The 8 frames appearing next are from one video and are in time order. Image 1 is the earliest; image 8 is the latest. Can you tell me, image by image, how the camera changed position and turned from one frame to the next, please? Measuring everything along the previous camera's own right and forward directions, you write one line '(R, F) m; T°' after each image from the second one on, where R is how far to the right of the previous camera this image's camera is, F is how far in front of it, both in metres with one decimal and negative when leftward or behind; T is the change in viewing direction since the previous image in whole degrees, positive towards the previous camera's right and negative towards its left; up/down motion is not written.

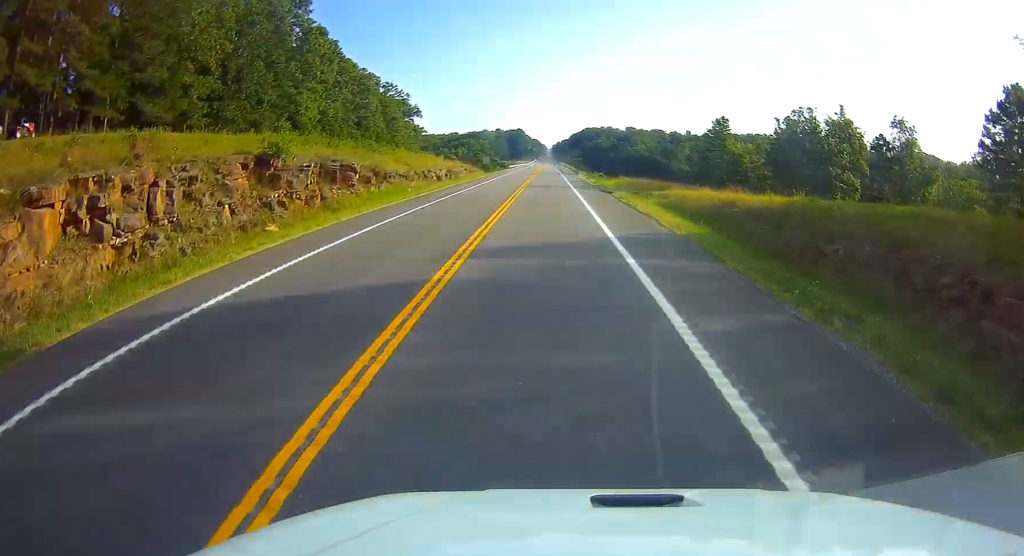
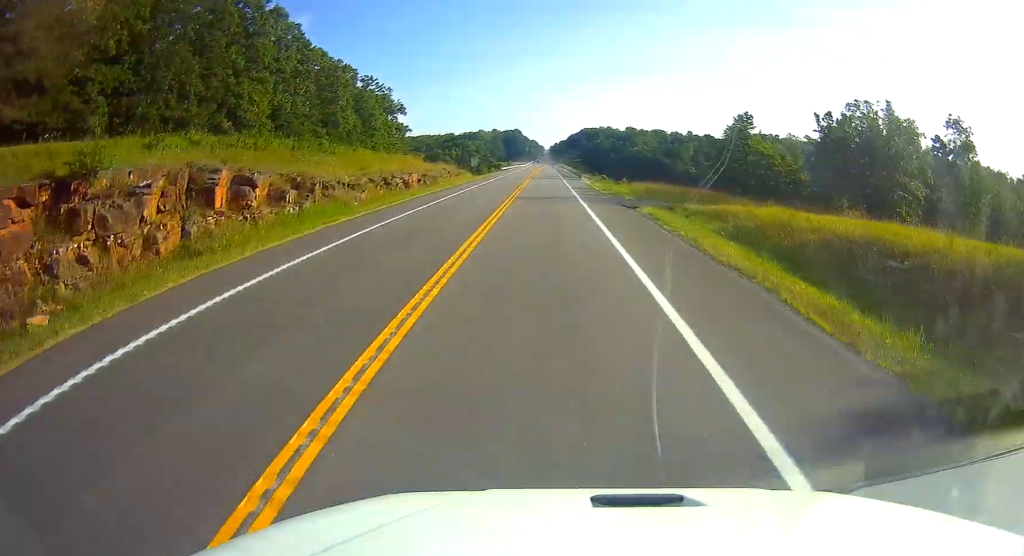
(0.0, +14.2) m; 0°
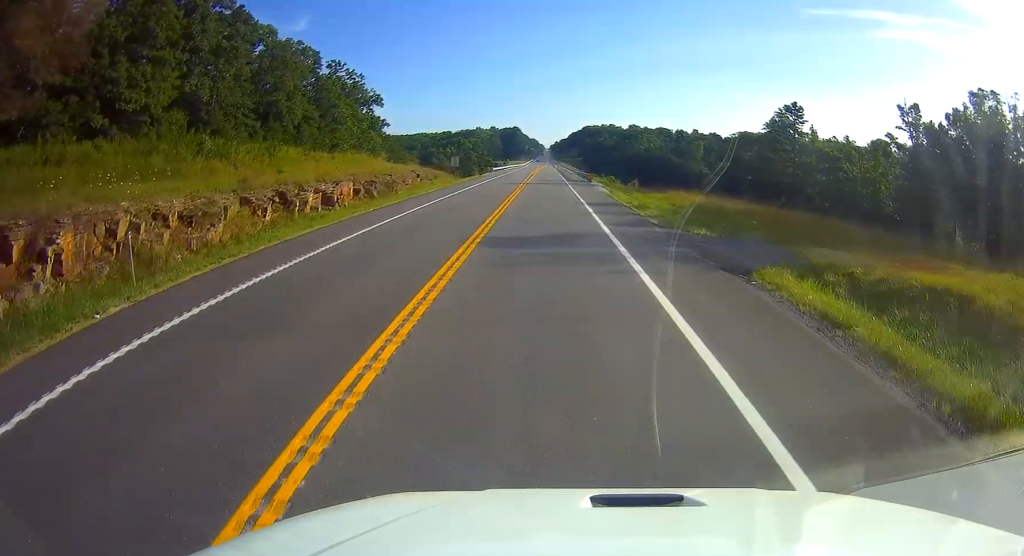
(0.0, +19.3) m; 0°
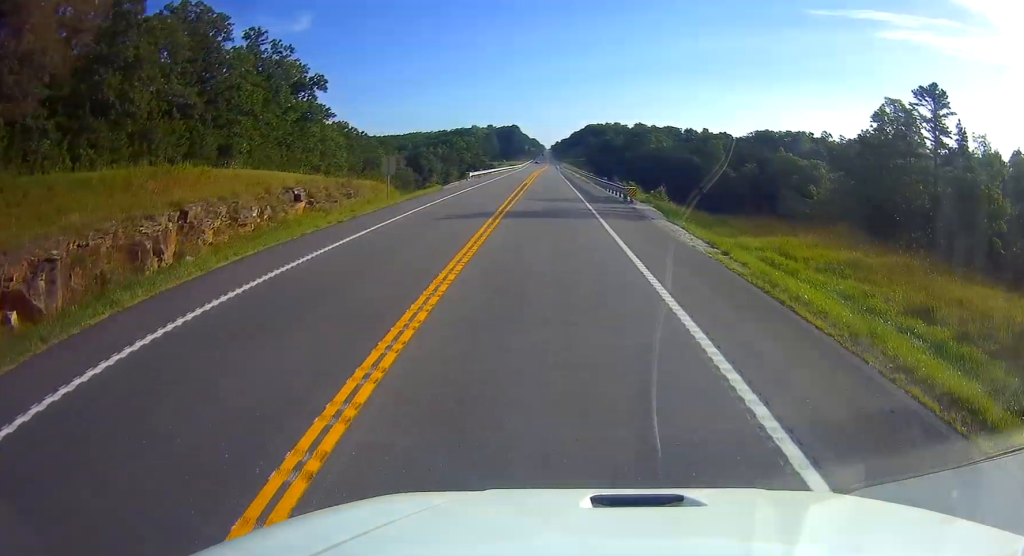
(0.0, +30.5) m; 0°
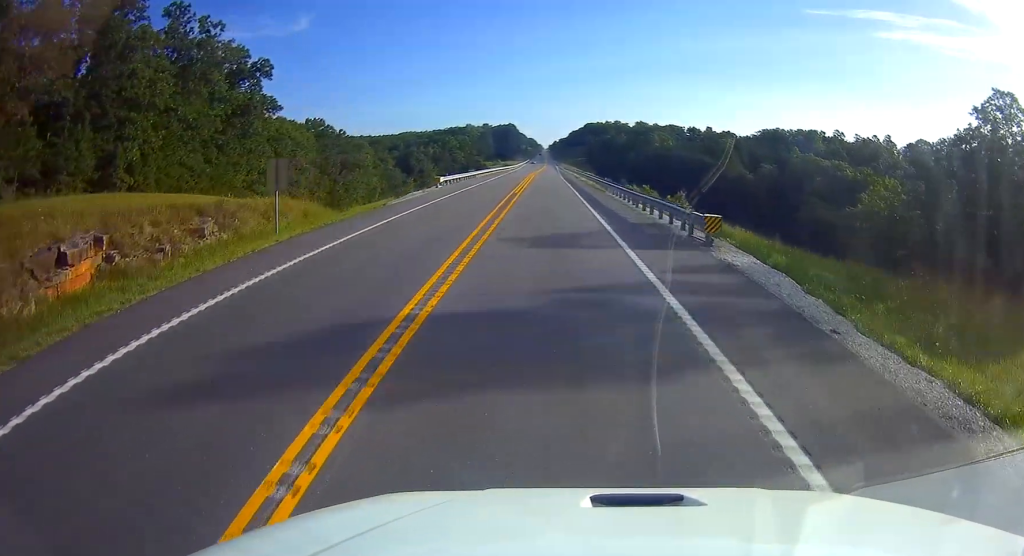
(0.0, +17.3) m; 0°
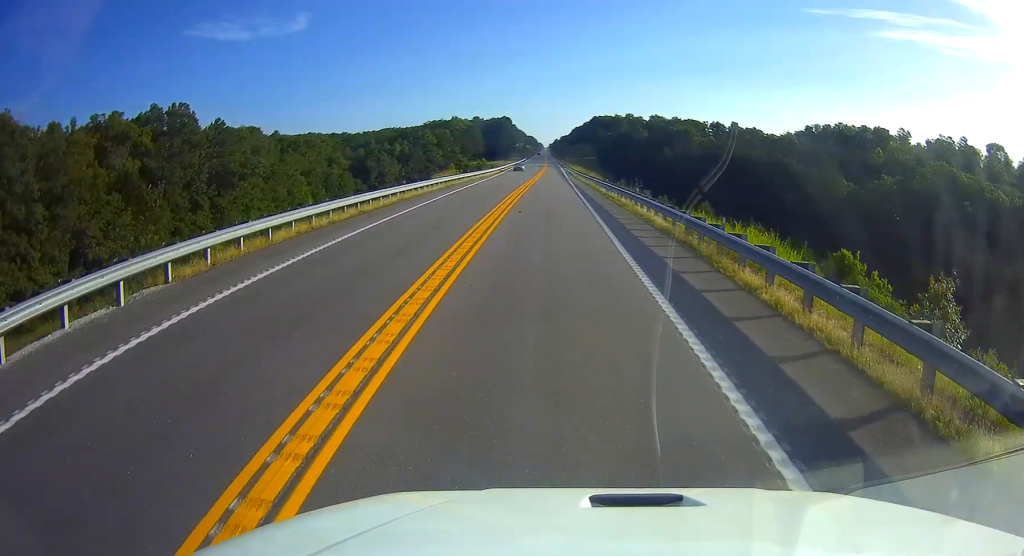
(-0.1, +63.1) m; 0°
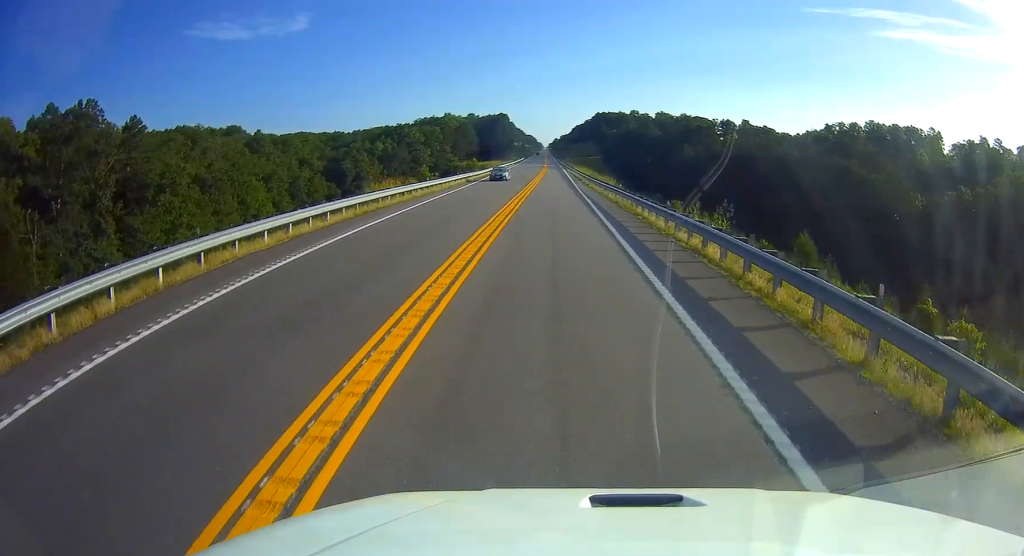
(0.0, +23.3) m; 0°
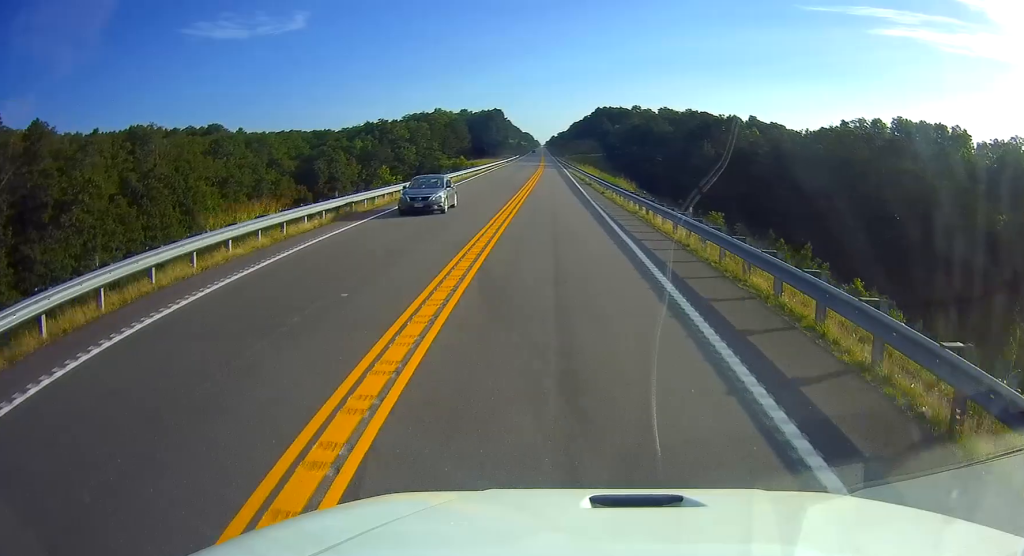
(+0.1, +19.2) m; 0°
